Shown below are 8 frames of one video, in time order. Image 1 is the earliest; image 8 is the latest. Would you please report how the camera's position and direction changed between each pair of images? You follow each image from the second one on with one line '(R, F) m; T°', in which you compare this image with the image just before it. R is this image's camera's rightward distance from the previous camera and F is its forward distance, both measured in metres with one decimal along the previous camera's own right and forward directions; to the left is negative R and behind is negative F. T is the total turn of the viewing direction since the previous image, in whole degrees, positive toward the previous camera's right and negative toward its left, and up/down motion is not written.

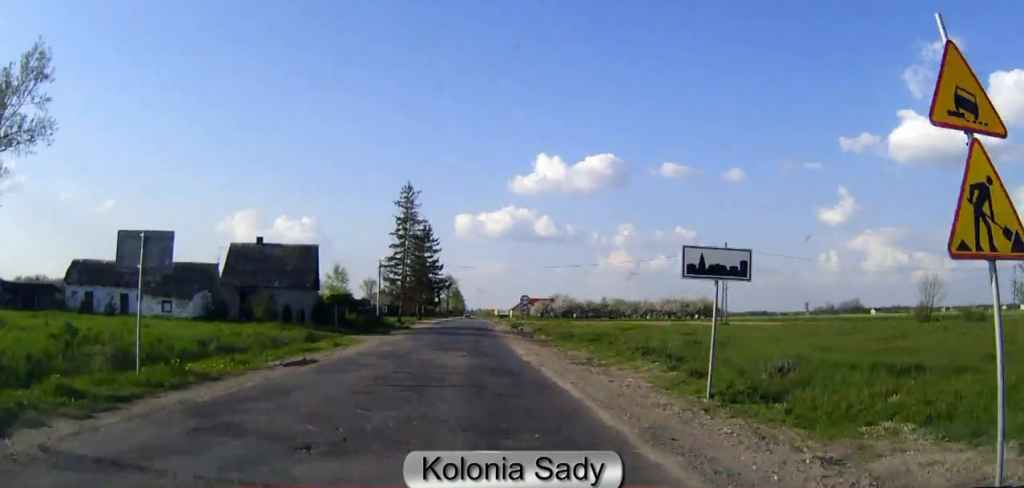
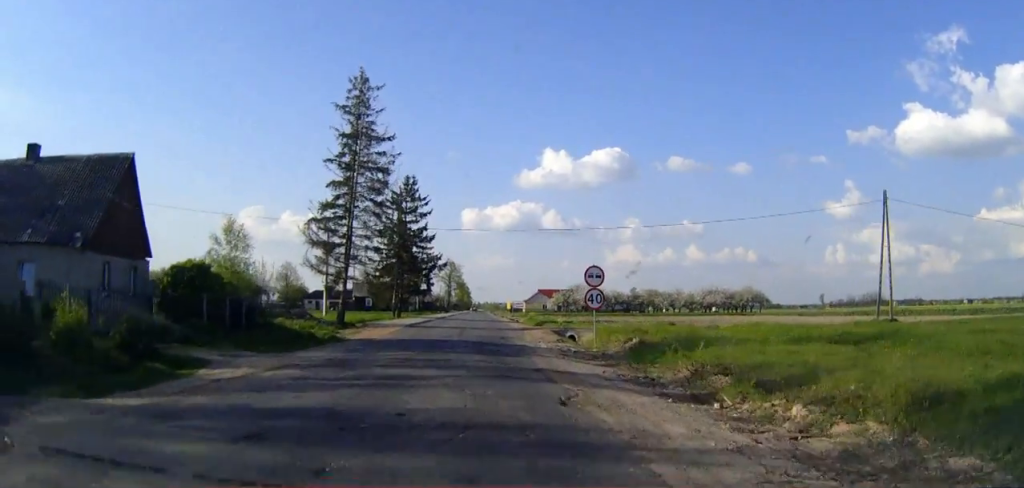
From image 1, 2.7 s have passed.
(0.0, +38.3) m; 0°
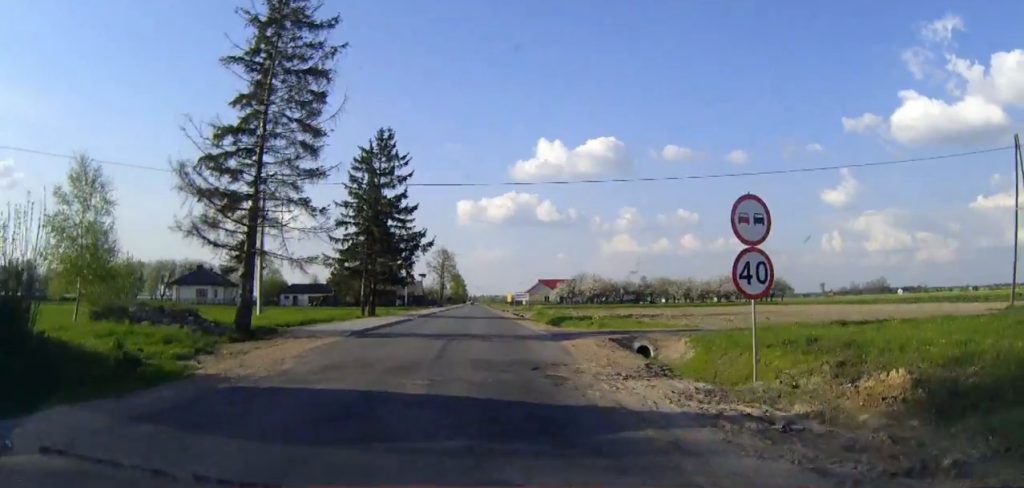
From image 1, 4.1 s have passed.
(-0.1, +18.2) m; 0°
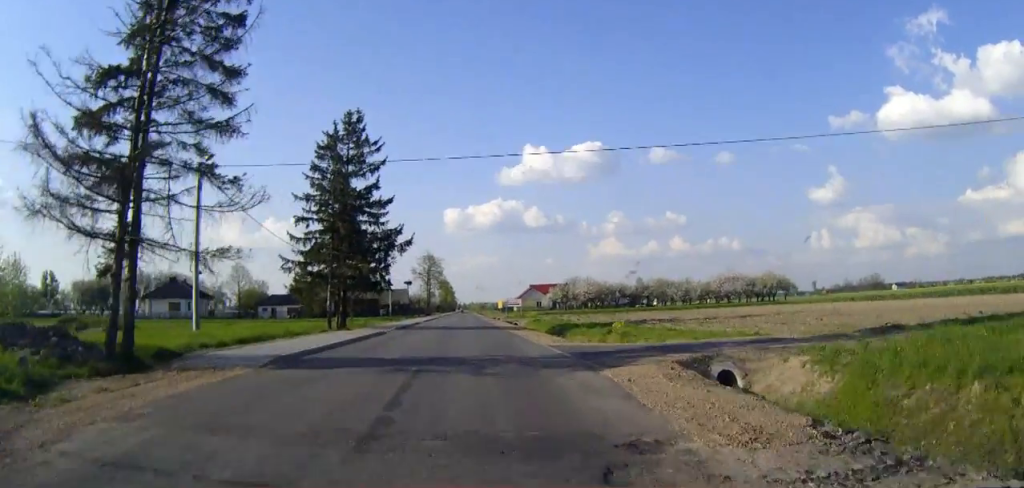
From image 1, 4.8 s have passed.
(0.0, +8.9) m; 0°
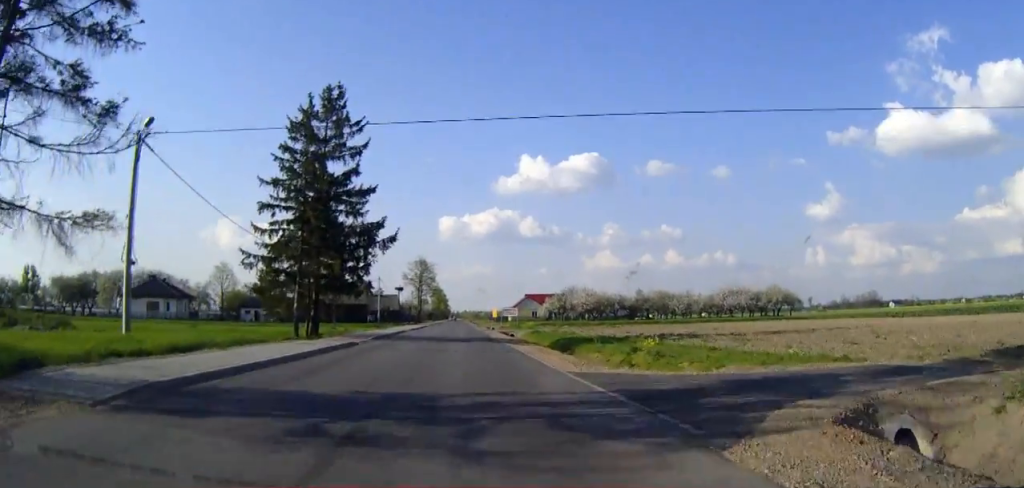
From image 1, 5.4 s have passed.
(0.0, +7.0) m; 0°
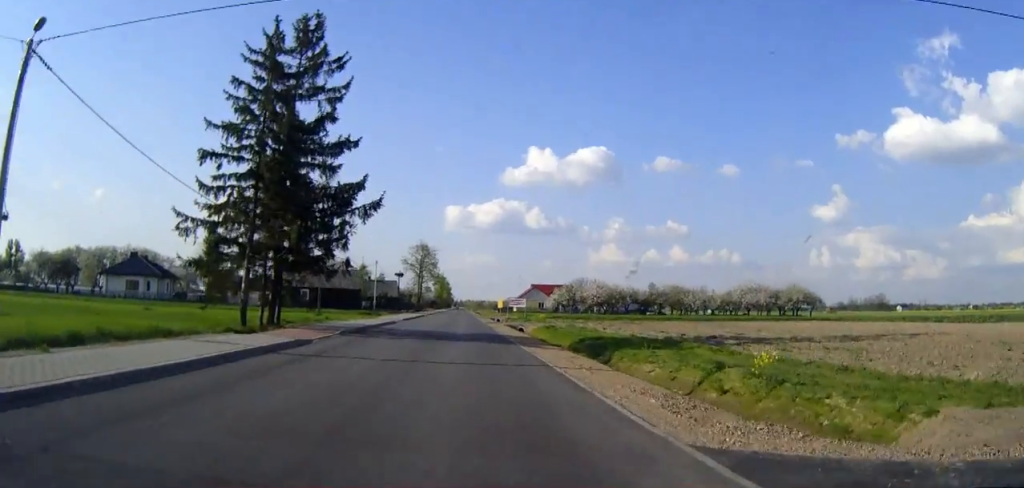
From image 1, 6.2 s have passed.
(0.0, +9.7) m; 0°
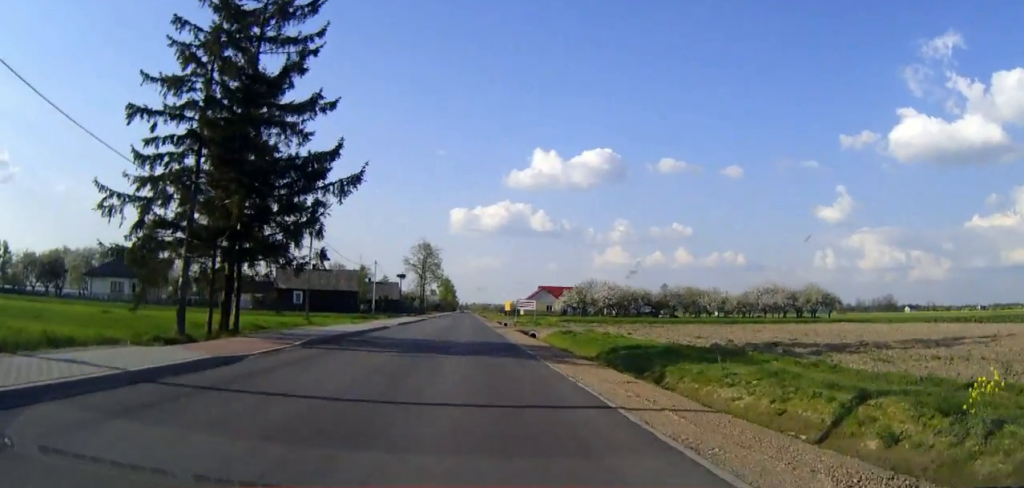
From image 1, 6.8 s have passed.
(0.0, +7.1) m; 0°
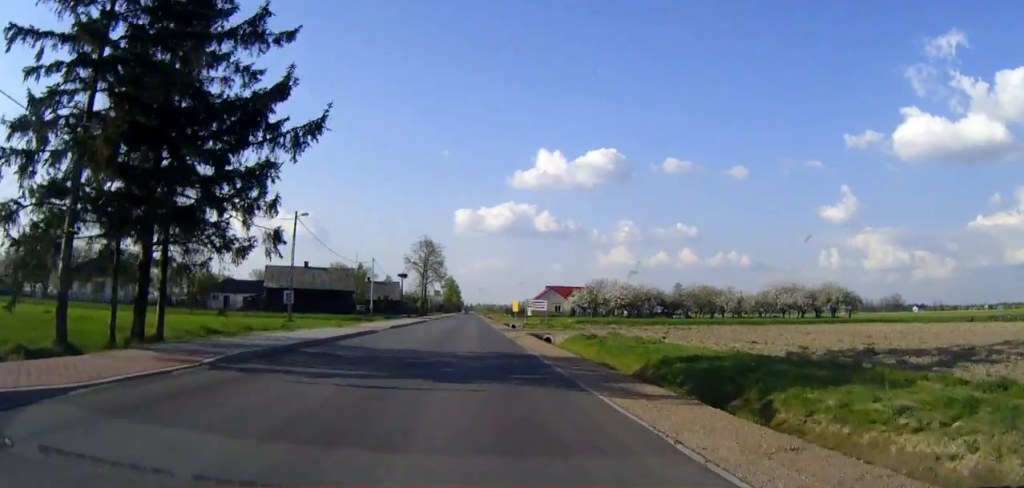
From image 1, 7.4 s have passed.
(0.0, +7.5) m; 0°
